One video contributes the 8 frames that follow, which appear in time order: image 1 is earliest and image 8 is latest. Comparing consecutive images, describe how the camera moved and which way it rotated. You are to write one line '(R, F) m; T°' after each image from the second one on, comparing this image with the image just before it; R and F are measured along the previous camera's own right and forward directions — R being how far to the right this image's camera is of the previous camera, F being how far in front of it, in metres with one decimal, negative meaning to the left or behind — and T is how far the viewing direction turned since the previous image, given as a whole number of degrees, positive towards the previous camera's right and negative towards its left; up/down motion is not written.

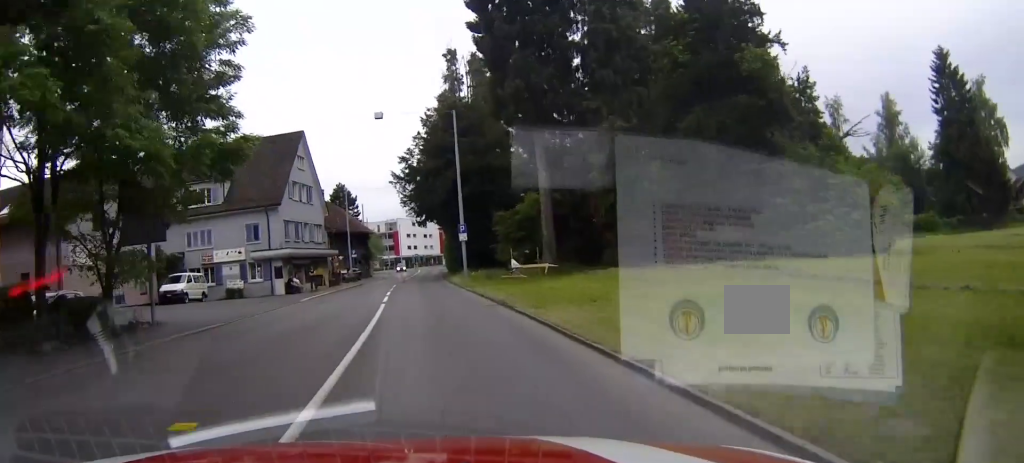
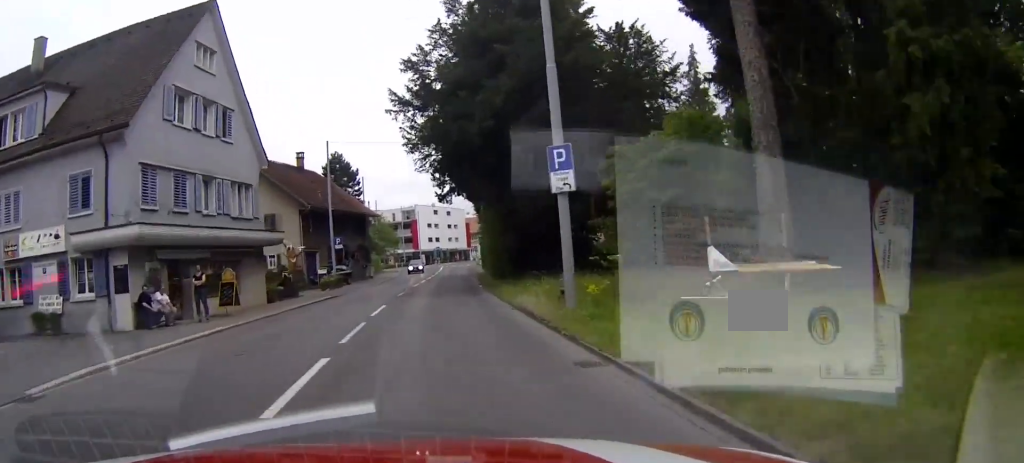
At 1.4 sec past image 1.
(-0.6, +25.9) m; -2°
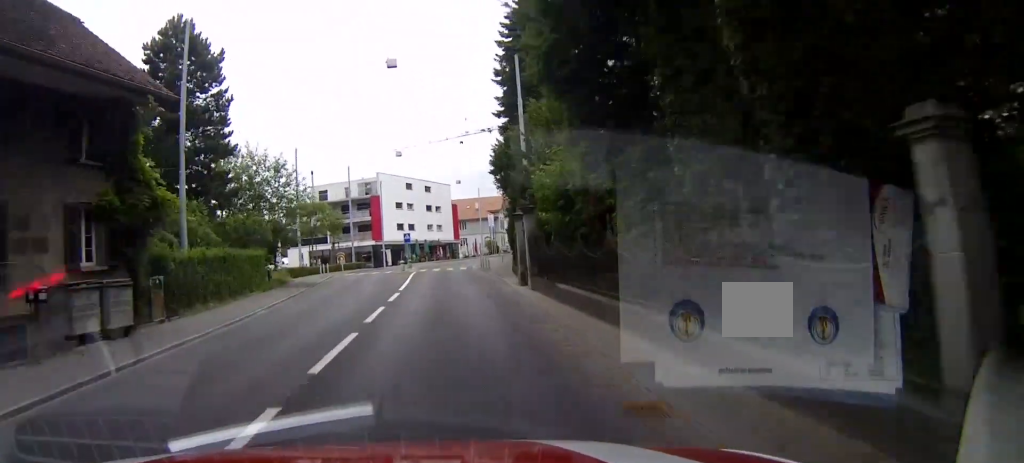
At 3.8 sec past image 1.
(-0.2, +47.3) m; +1°
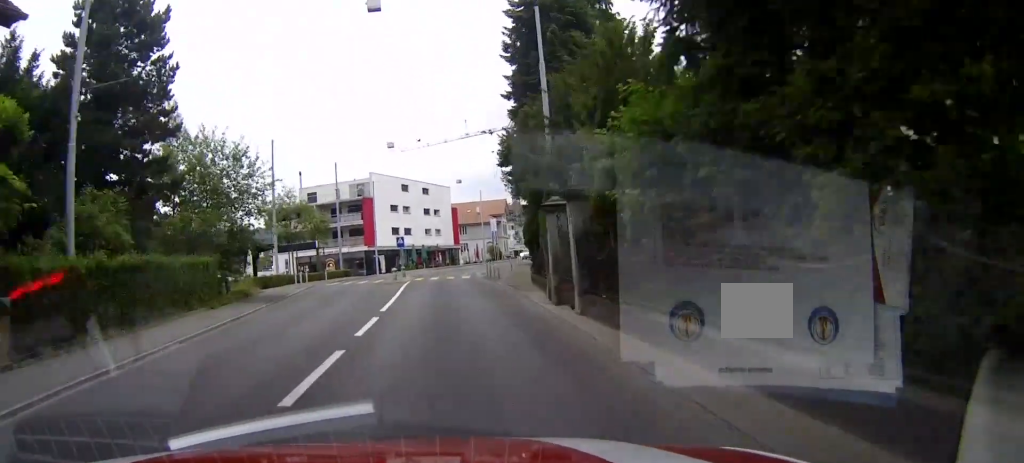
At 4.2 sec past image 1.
(0.0, +8.1) m; +1°
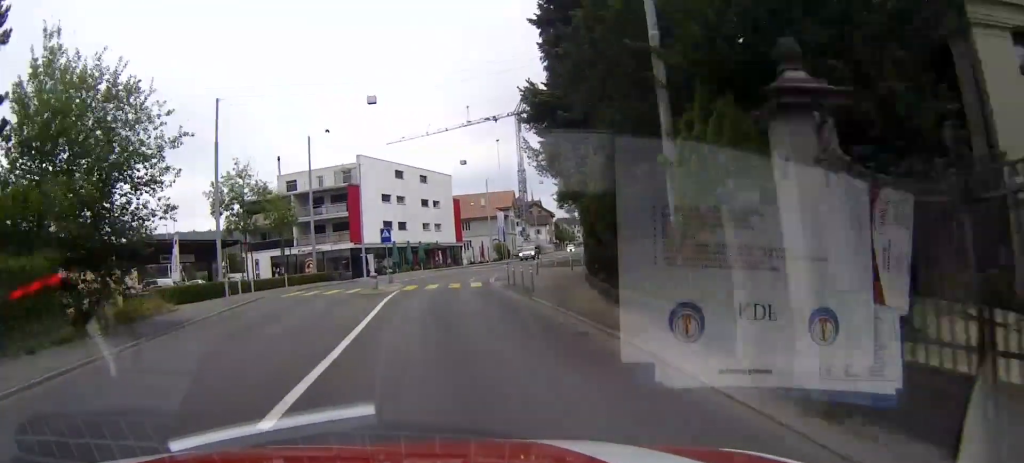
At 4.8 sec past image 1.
(0.0, +13.3) m; +1°
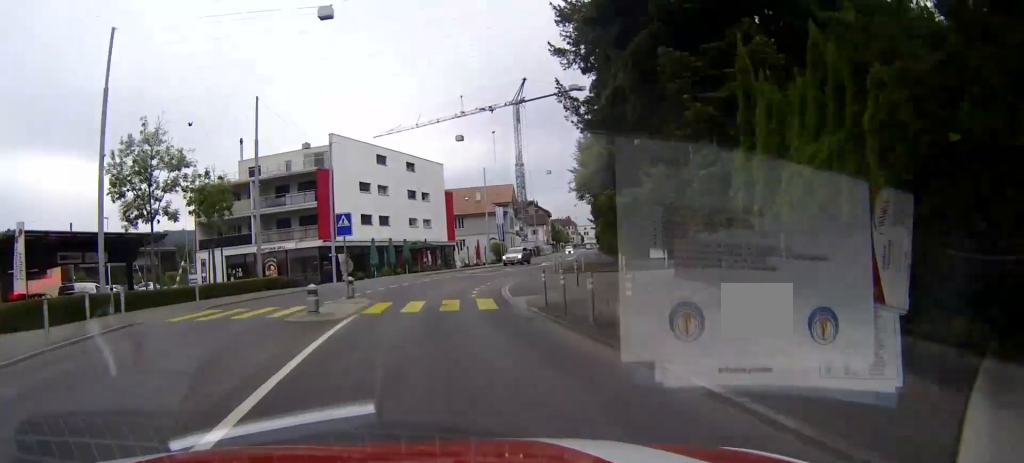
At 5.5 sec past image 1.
(+0.2, +13.2) m; +2°
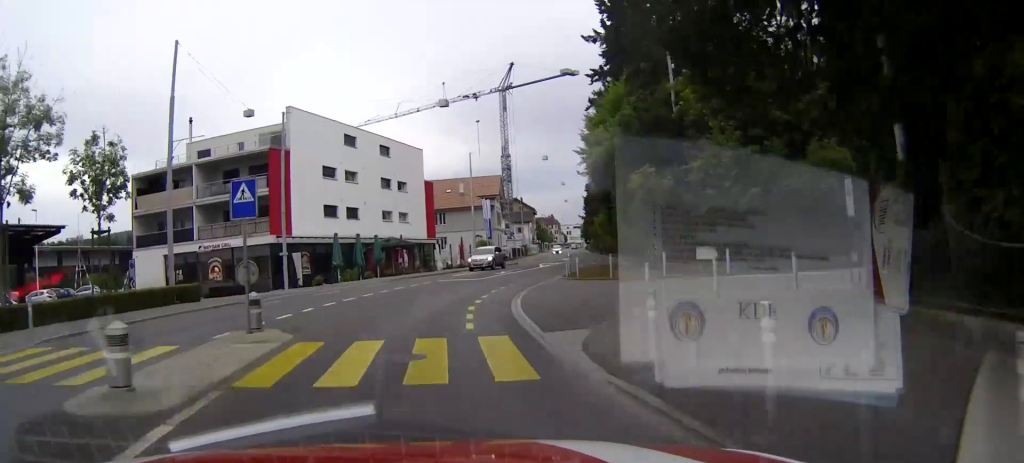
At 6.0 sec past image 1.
(0.0, +10.5) m; +2°
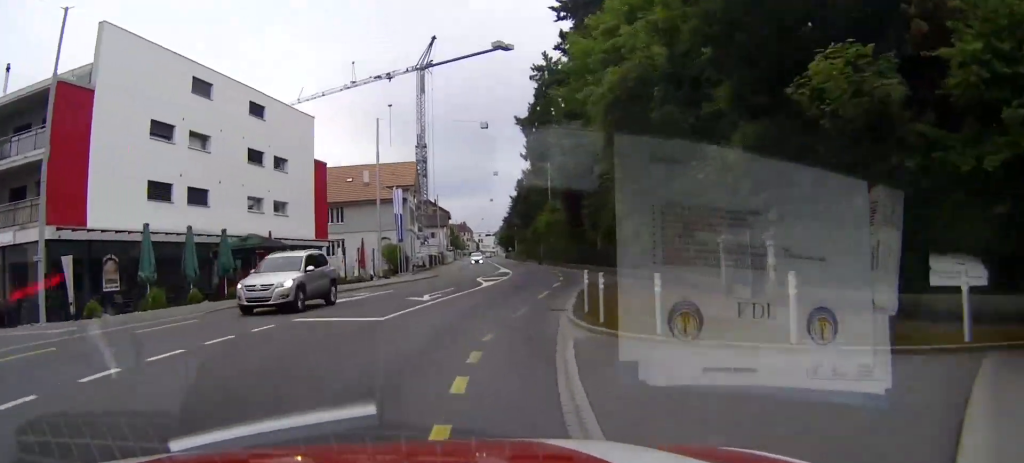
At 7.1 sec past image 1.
(+0.8, +20.2) m; +7°
